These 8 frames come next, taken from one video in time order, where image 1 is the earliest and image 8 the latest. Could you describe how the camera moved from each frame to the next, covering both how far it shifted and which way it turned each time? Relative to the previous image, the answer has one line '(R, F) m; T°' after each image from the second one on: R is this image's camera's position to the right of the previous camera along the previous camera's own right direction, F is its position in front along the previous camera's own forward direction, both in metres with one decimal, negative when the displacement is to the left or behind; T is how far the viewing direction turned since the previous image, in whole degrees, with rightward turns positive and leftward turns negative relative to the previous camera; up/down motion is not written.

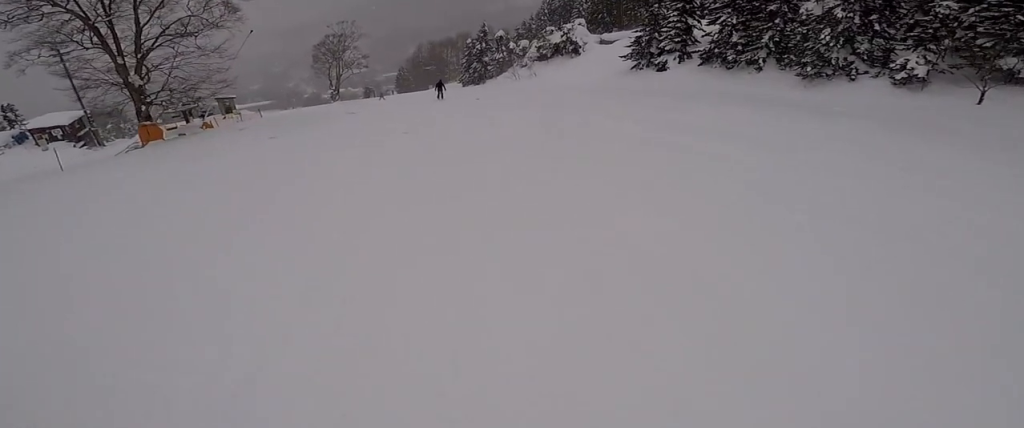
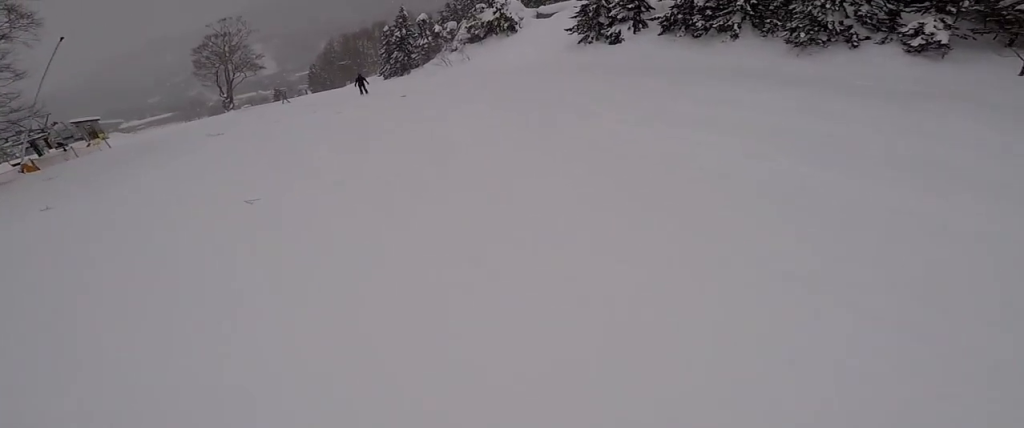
(+0.3, +6.5) m; -2°
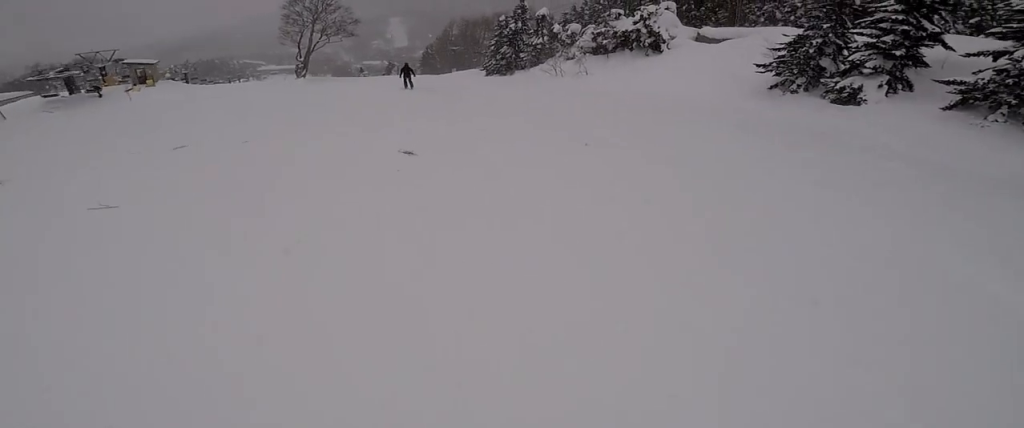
(-1.0, +13.0) m; -15°
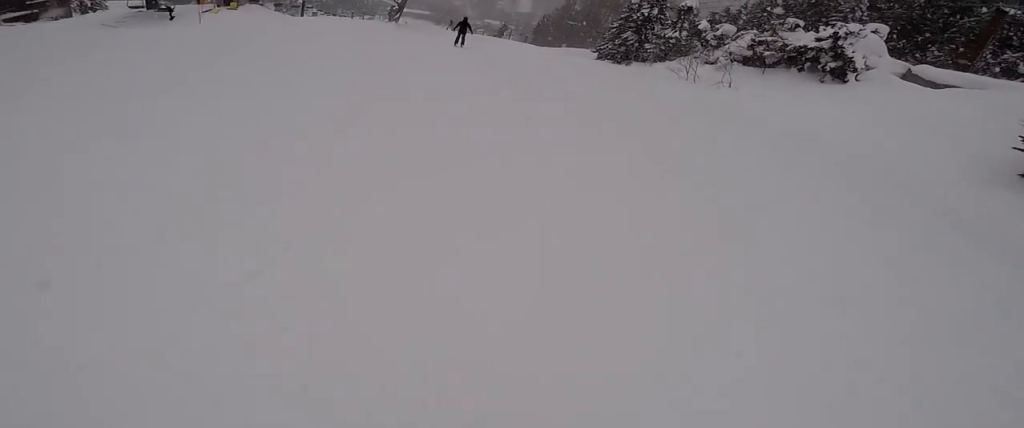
(-1.0, +7.0) m; -7°
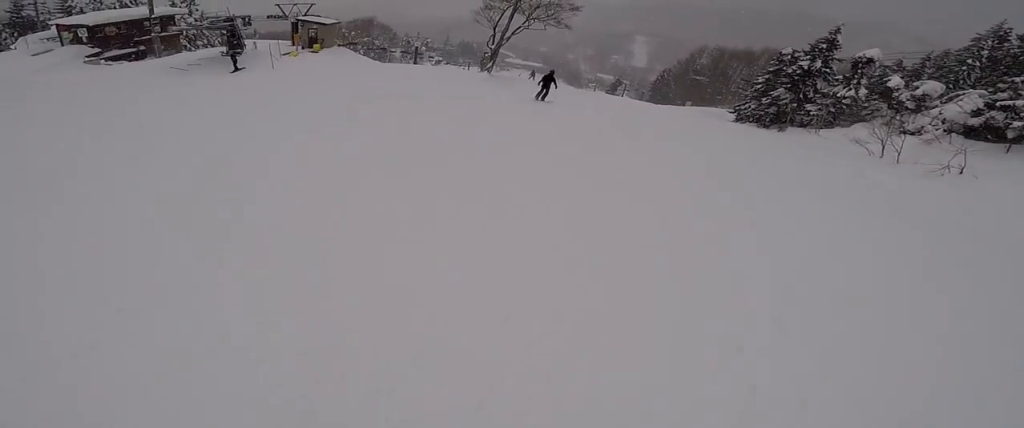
(-0.4, +8.0) m; +1°
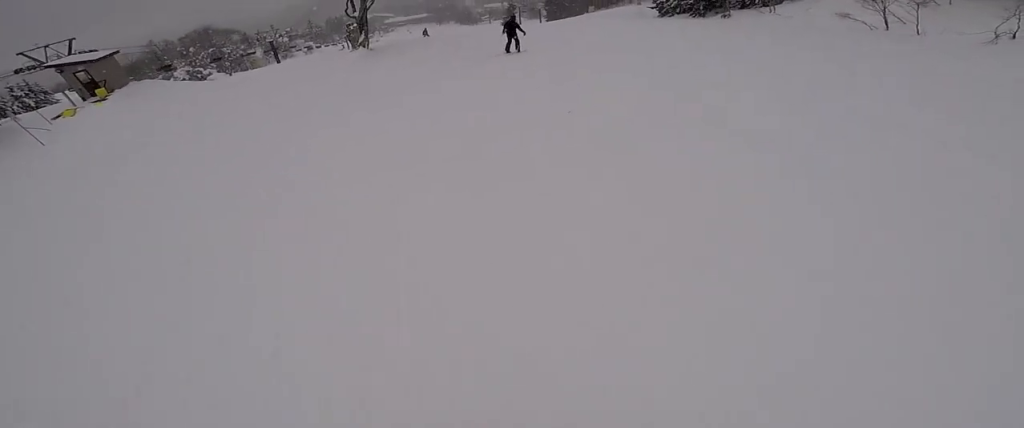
(+0.4, +7.5) m; +4°
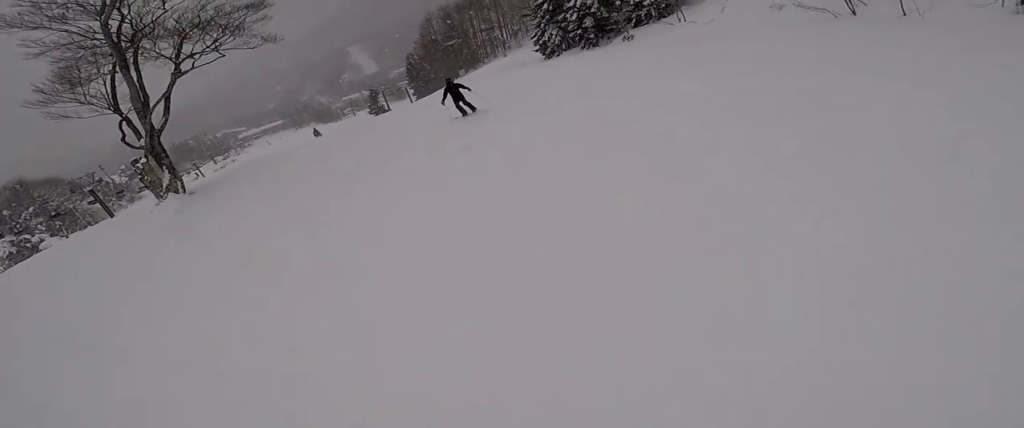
(+0.3, +8.0) m; -3°
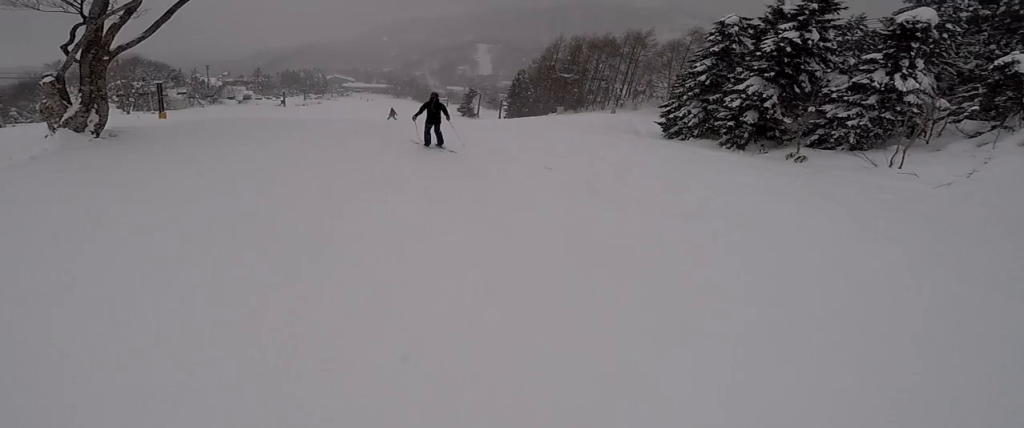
(-0.5, +6.2) m; -6°
